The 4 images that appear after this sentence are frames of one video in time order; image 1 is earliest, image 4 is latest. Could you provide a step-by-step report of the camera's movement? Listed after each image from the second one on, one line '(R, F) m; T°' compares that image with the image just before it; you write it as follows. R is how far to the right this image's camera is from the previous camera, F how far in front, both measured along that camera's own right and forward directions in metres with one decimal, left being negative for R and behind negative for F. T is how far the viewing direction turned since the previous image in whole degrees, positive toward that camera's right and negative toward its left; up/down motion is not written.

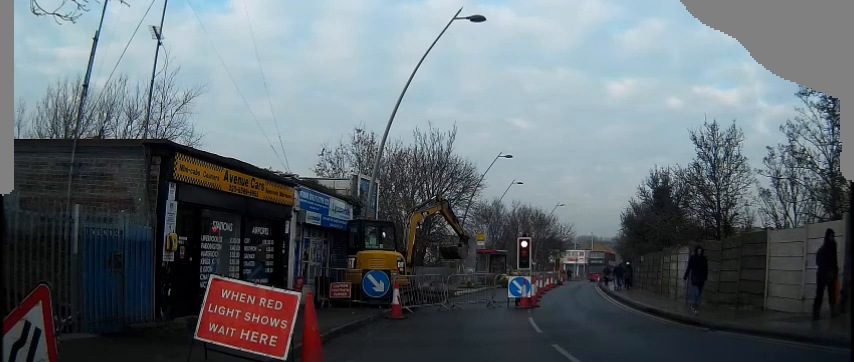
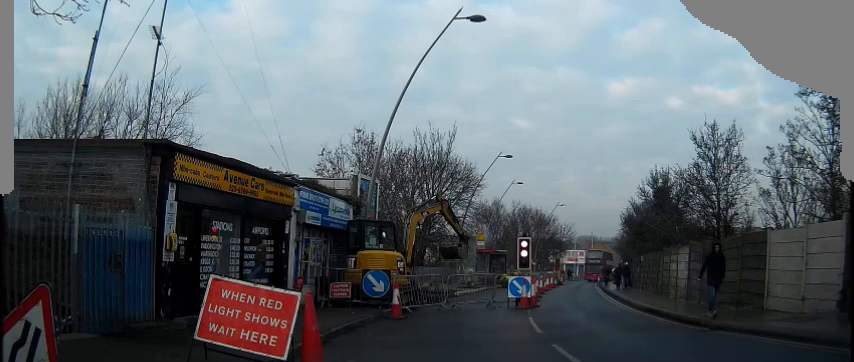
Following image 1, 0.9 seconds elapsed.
(-0.1, +0.2) m; 0°
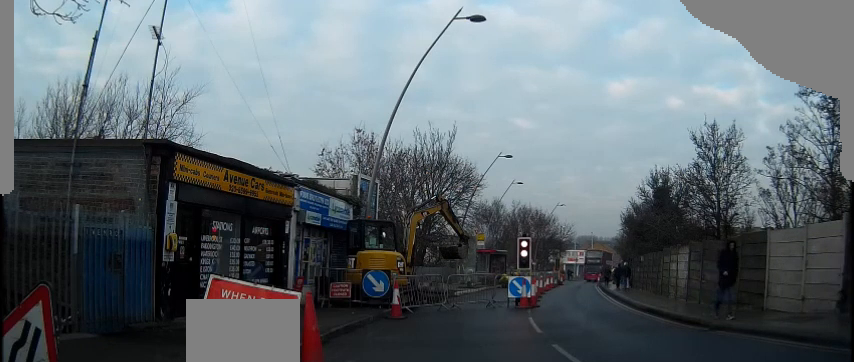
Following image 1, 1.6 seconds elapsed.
(-0.1, +0.1) m; 0°
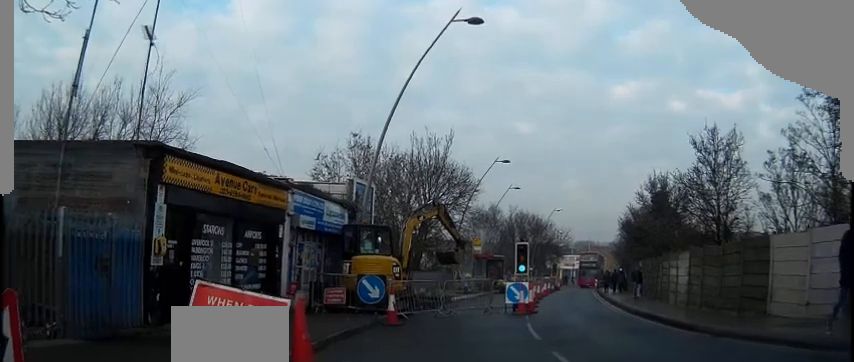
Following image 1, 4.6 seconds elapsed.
(-0.6, +1.9) m; 0°
